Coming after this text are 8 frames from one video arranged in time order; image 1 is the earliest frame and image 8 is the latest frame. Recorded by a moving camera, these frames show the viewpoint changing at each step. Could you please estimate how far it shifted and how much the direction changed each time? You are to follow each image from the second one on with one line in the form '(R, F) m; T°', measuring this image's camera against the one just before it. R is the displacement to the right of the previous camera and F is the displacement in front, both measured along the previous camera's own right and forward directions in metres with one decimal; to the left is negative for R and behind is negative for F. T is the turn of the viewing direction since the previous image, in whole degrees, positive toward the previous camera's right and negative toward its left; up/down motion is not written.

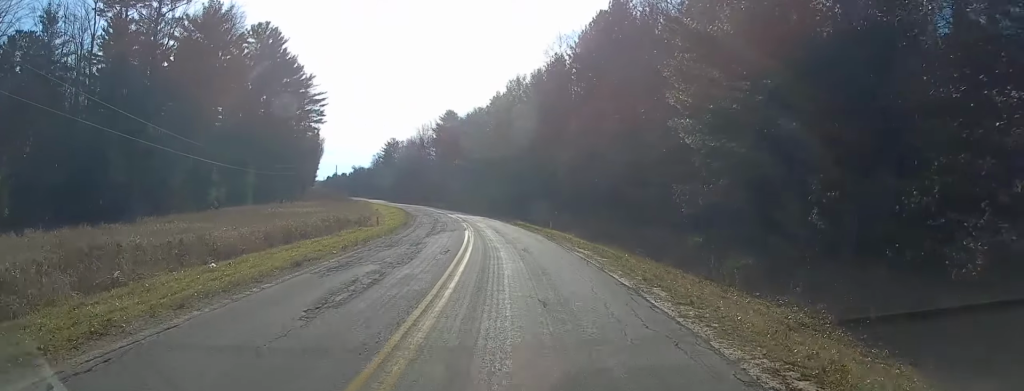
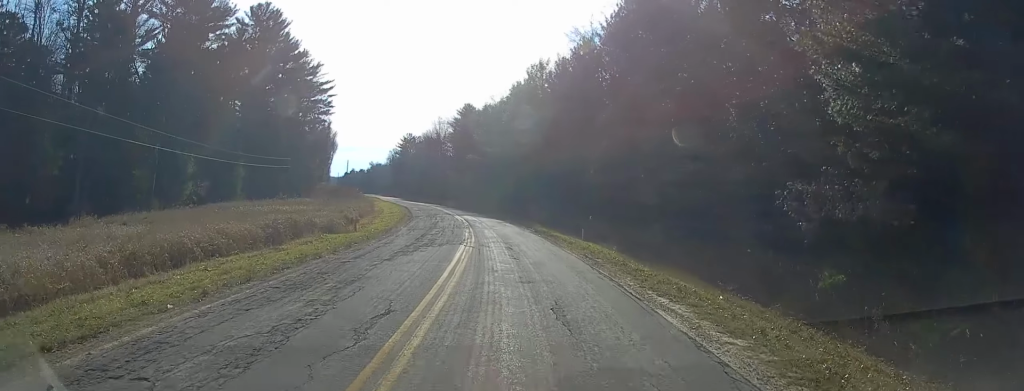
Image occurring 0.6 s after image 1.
(+0.1, +10.9) m; -2°
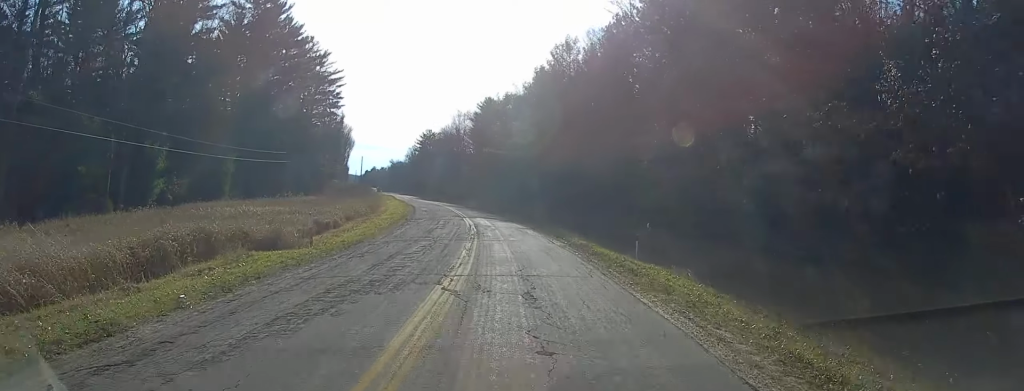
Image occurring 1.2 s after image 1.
(-0.5, +10.5) m; -2°
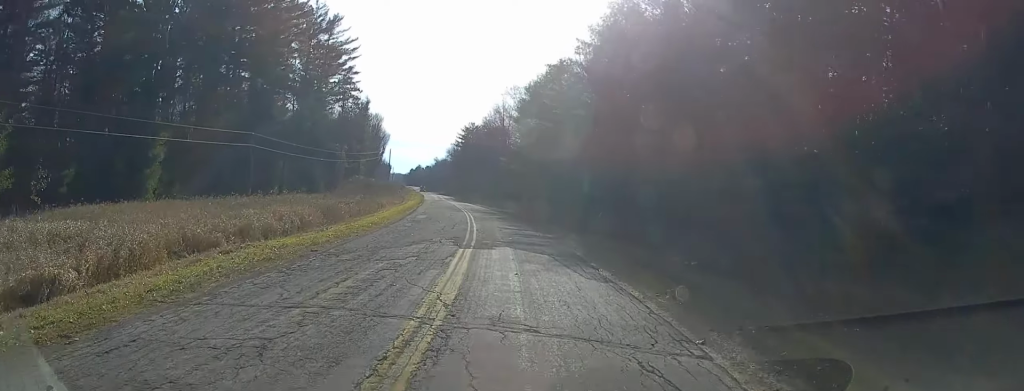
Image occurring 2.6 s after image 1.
(-1.1, +27.2) m; -4°
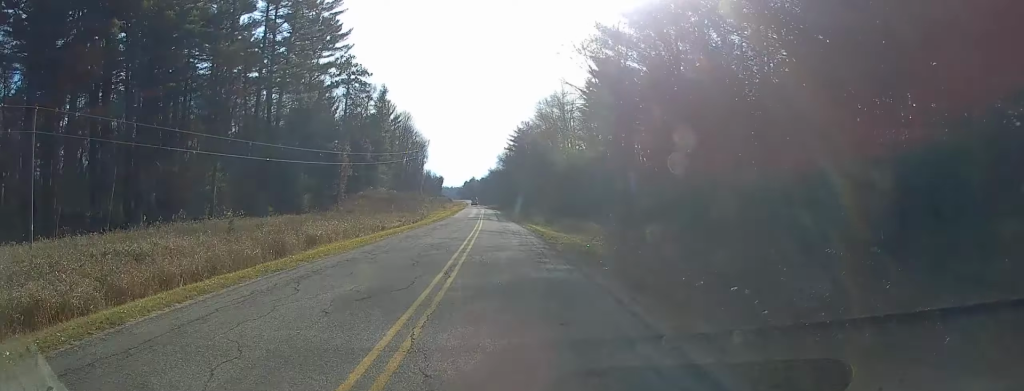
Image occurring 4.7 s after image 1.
(-2.5, +38.7) m; -6°
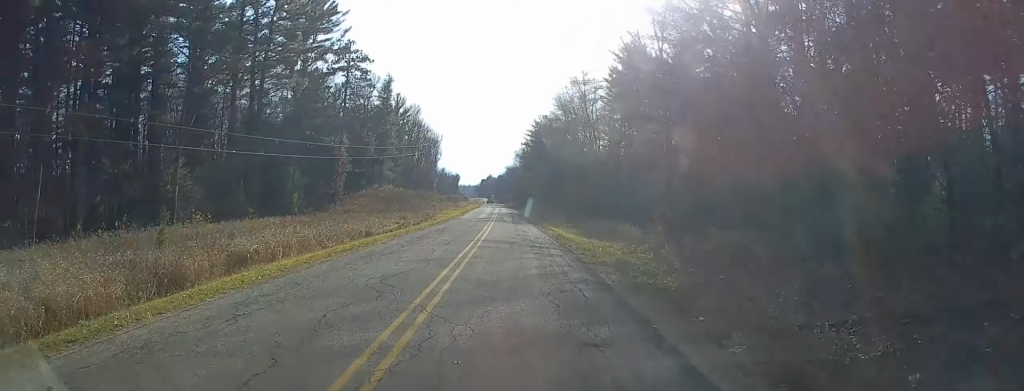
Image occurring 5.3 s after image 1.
(0.0, +10.2) m; 0°
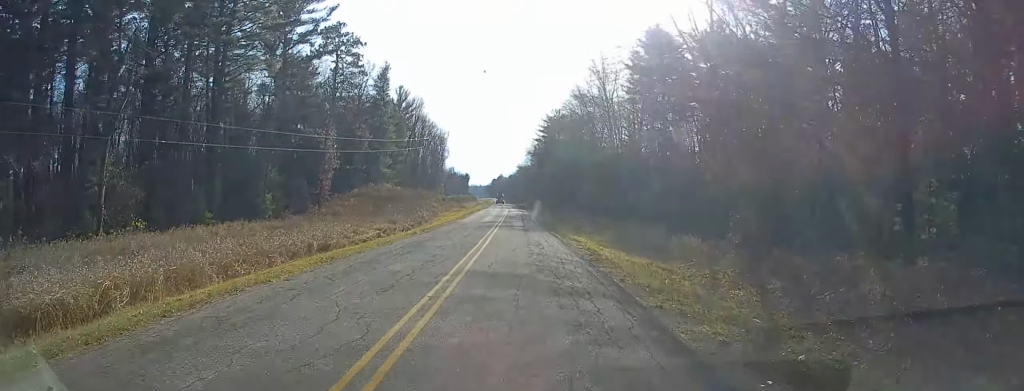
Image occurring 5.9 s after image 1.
(0.0, +11.5) m; 0°
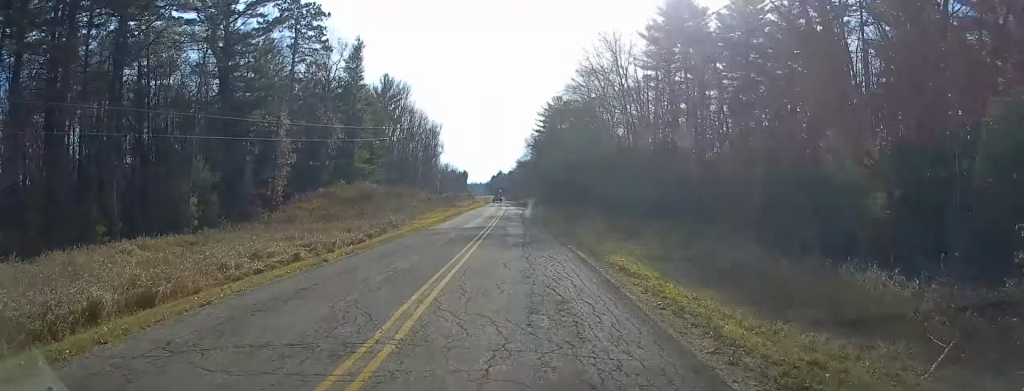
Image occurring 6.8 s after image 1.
(0.0, +15.5) m; 0°
